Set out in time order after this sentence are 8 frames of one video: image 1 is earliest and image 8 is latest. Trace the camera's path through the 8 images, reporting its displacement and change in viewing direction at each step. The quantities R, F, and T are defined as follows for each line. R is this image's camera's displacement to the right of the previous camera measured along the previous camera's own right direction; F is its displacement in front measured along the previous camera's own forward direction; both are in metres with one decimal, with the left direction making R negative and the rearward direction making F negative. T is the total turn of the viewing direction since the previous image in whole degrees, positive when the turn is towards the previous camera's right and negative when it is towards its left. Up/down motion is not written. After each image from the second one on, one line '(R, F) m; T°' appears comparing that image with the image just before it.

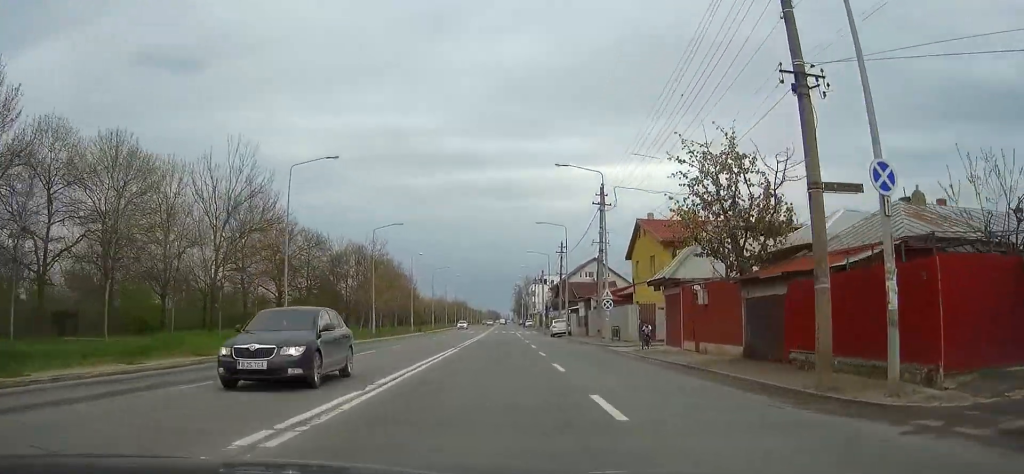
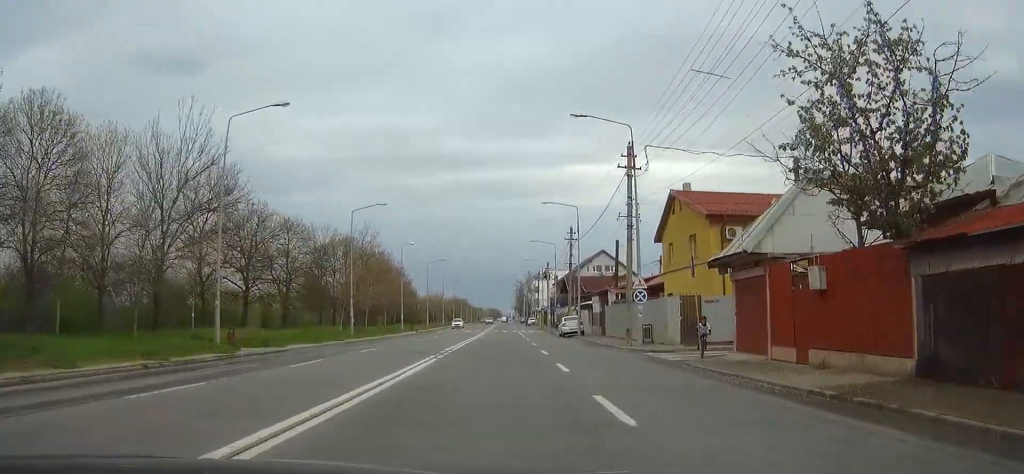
(0.0, +9.6) m; 0°
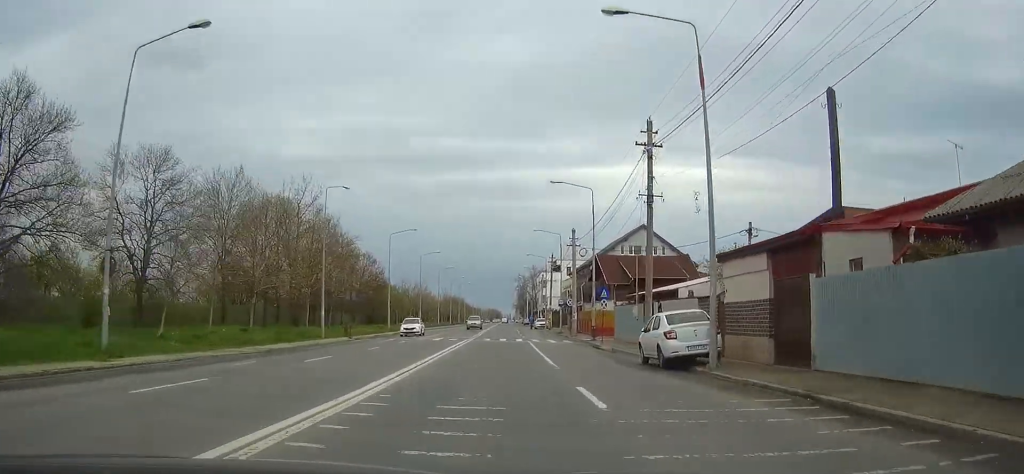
(0.0, +34.9) m; 0°
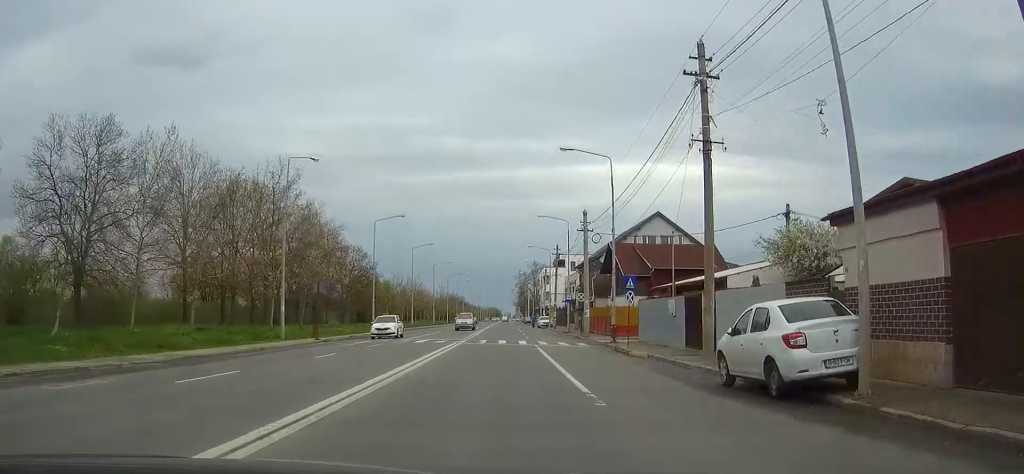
(0.0, +8.5) m; 0°
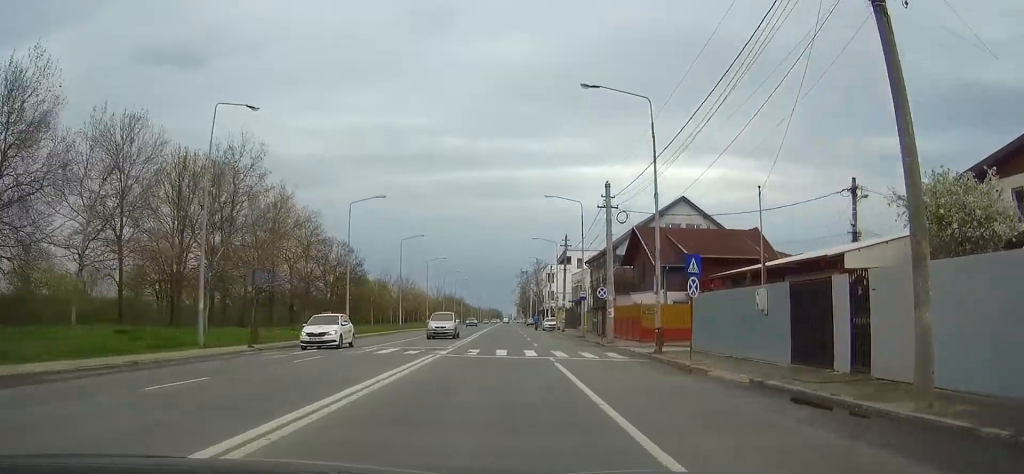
(0.0, +10.7) m; 0°
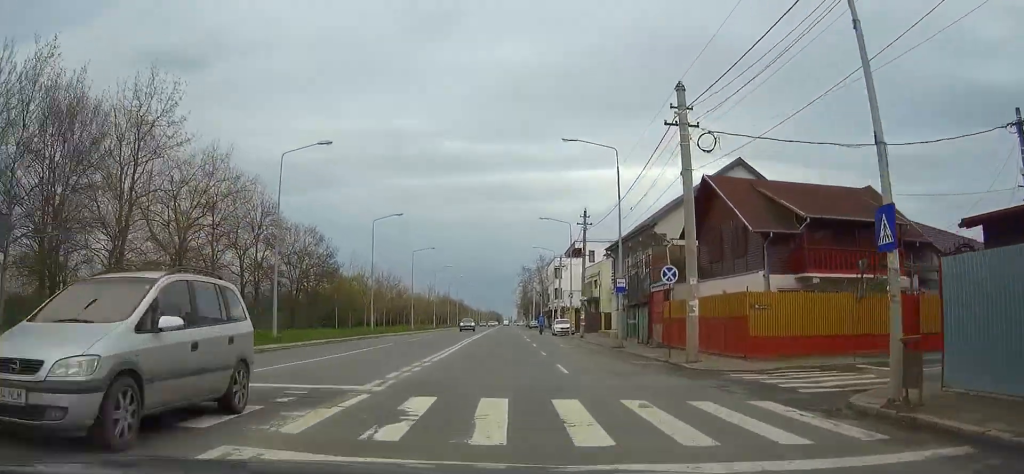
(0.0, +17.0) m; 0°
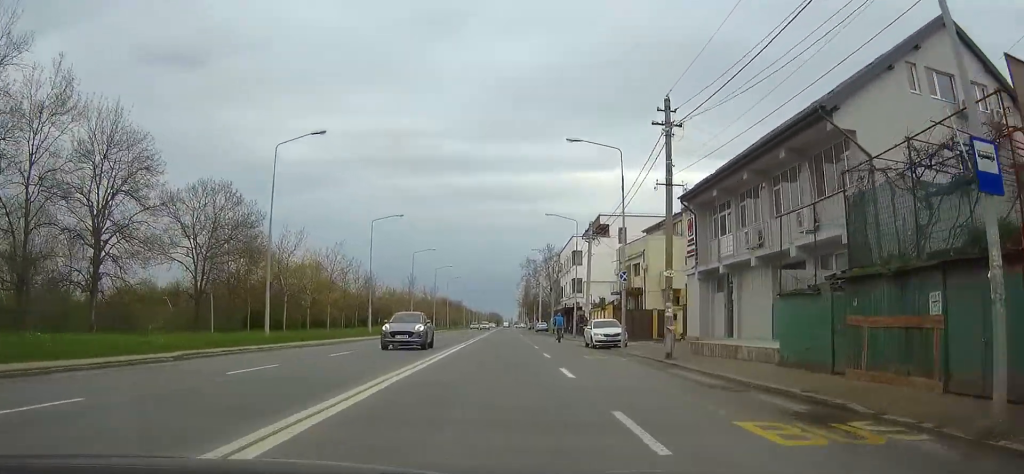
(-0.2, +27.8) m; -1°
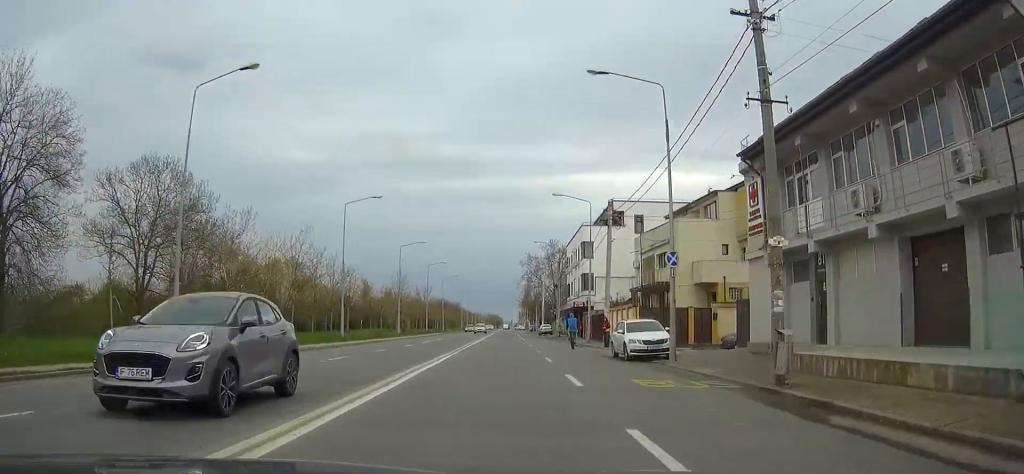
(0.0, +10.2) m; 0°
